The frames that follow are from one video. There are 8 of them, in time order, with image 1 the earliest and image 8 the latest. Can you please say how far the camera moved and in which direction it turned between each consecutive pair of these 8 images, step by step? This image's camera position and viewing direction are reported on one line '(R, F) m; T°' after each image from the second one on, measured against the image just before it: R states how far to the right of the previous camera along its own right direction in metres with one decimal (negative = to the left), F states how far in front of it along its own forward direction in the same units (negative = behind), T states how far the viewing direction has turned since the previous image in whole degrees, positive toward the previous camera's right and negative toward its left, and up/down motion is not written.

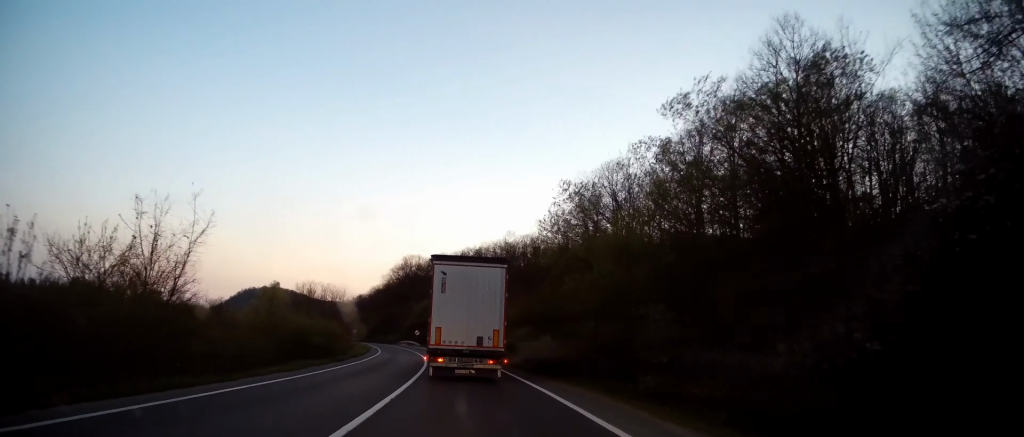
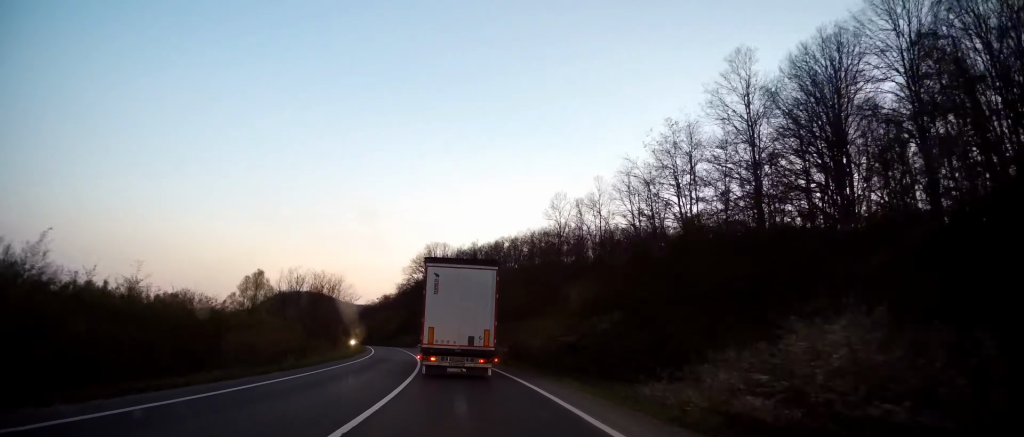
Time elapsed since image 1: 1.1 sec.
(-0.8, +21.8) m; -4°
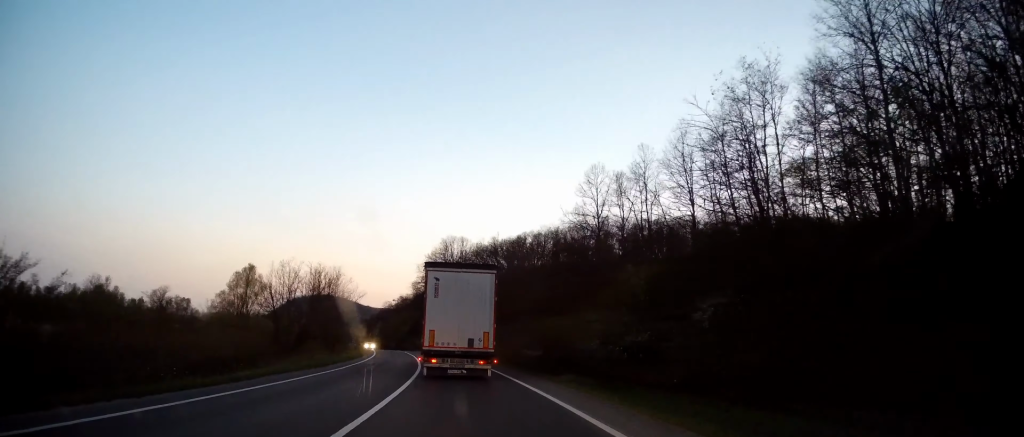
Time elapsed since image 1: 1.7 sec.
(-0.3, +10.3) m; -1°
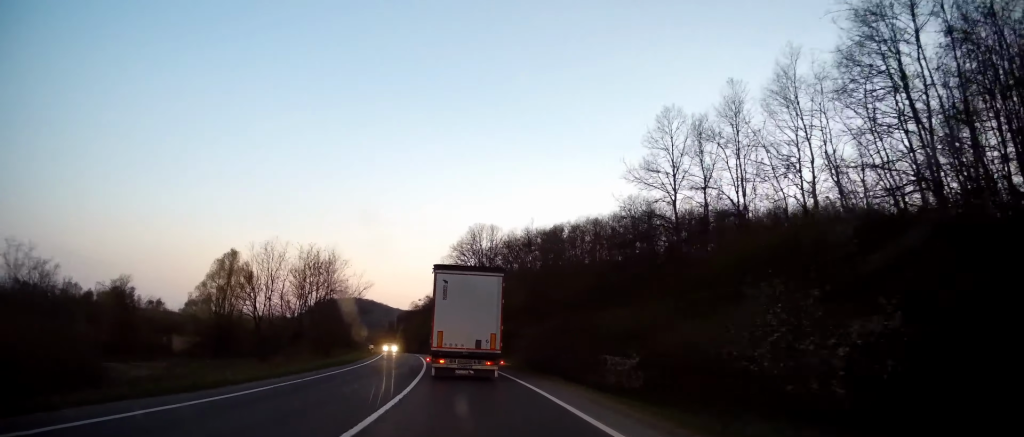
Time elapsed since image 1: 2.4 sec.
(-0.2, +13.5) m; -2°
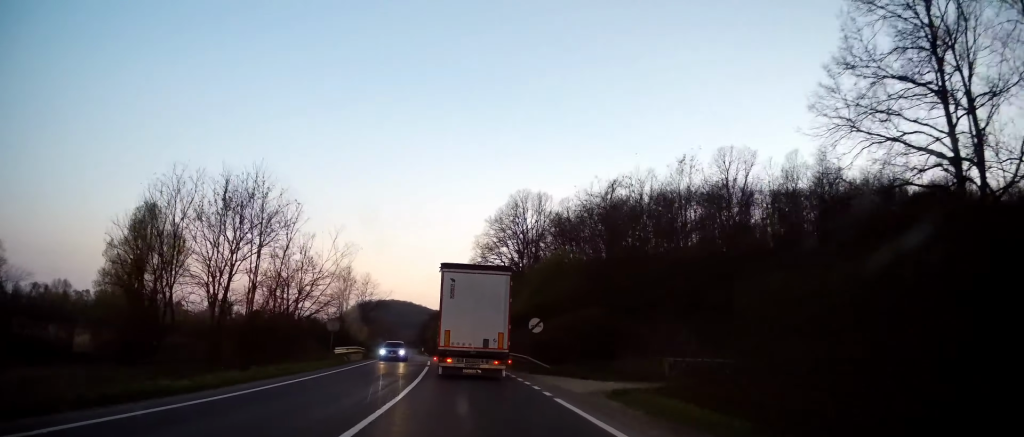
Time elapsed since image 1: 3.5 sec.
(-0.5, +21.6) m; -4°
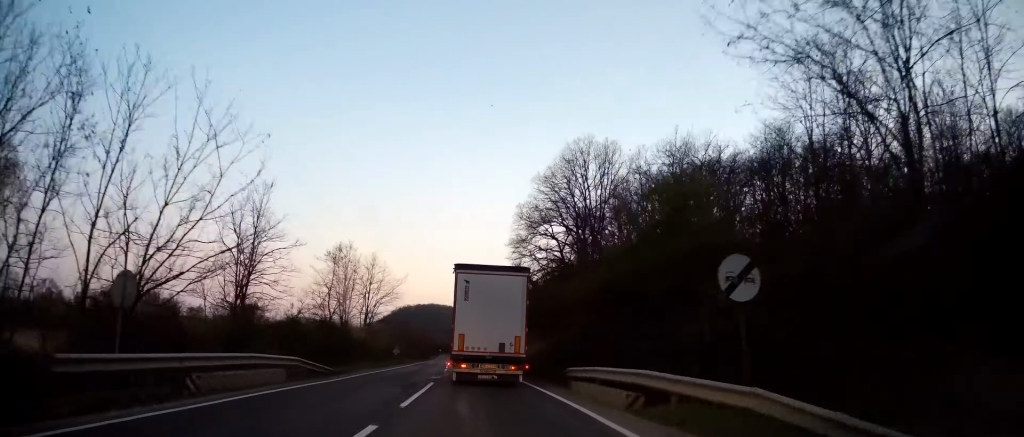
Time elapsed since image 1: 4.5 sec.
(-0.9, +20.3) m; -6°
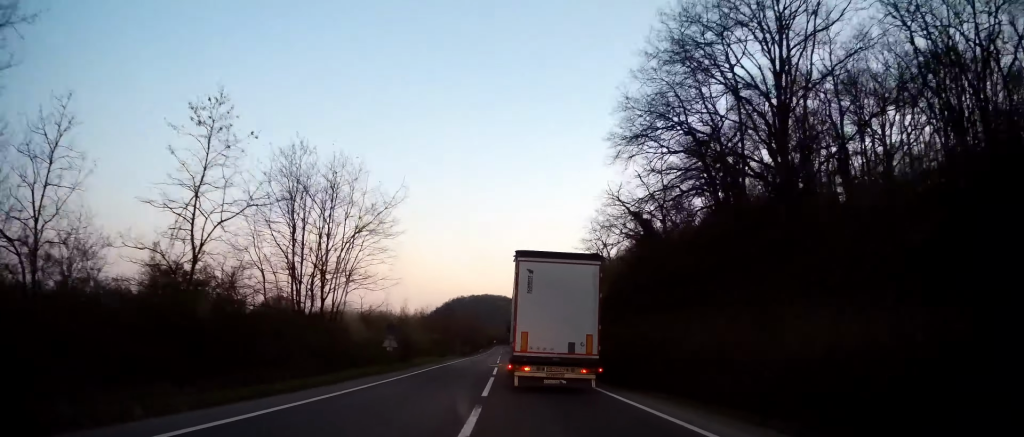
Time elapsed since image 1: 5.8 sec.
(-1.9, +29.5) m; -6°
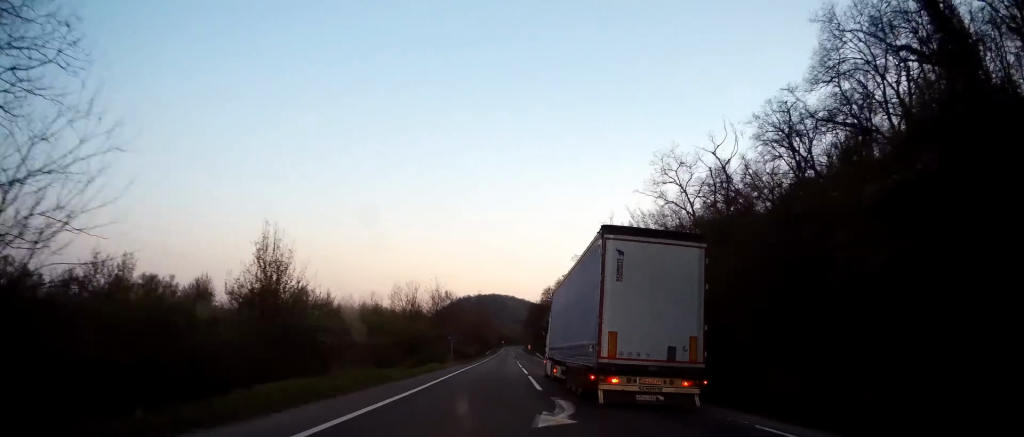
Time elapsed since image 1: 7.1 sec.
(-0.8, +28.5) m; -2°
